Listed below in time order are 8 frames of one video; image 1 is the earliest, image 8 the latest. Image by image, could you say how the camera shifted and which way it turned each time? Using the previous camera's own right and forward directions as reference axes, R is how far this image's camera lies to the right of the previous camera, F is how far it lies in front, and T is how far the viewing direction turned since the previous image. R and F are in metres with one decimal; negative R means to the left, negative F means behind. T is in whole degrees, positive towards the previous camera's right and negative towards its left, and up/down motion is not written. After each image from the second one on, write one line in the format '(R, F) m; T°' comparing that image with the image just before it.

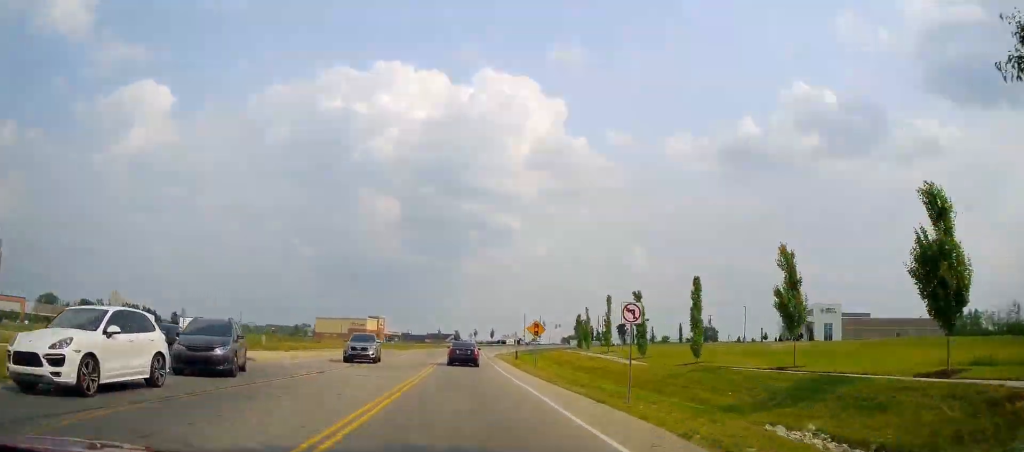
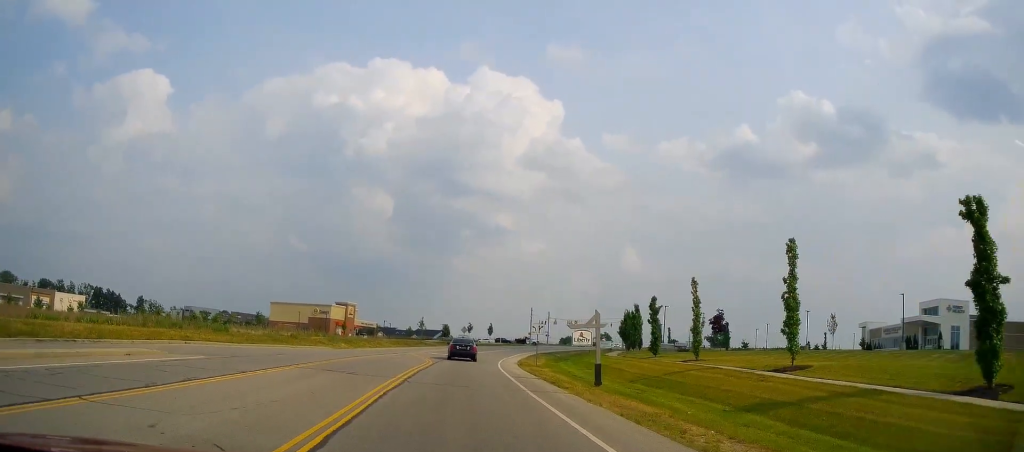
(+0.5, +38.6) m; +2°
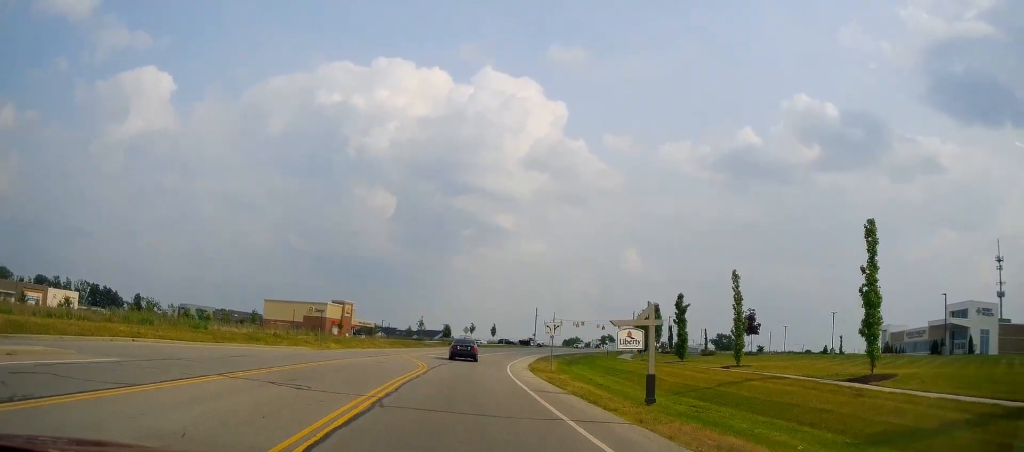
(0.0, +6.3) m; -1°
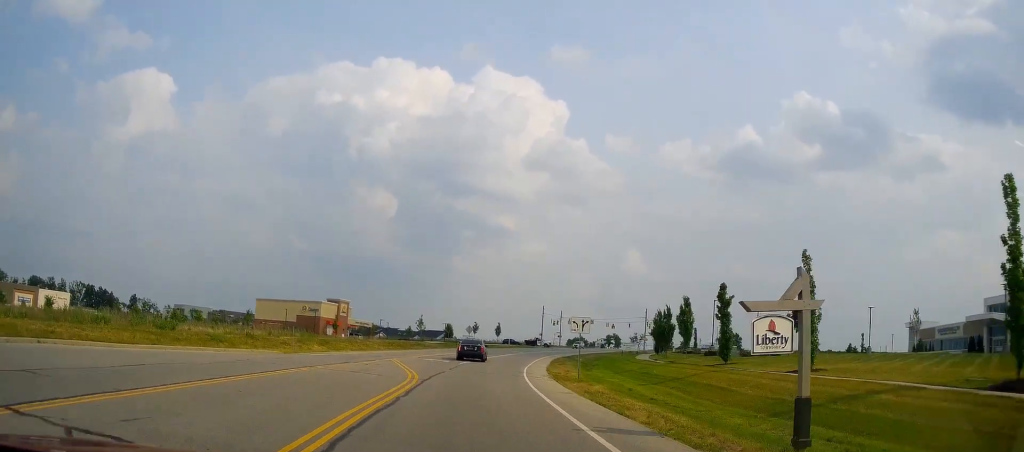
(+0.1, +7.8) m; -1°
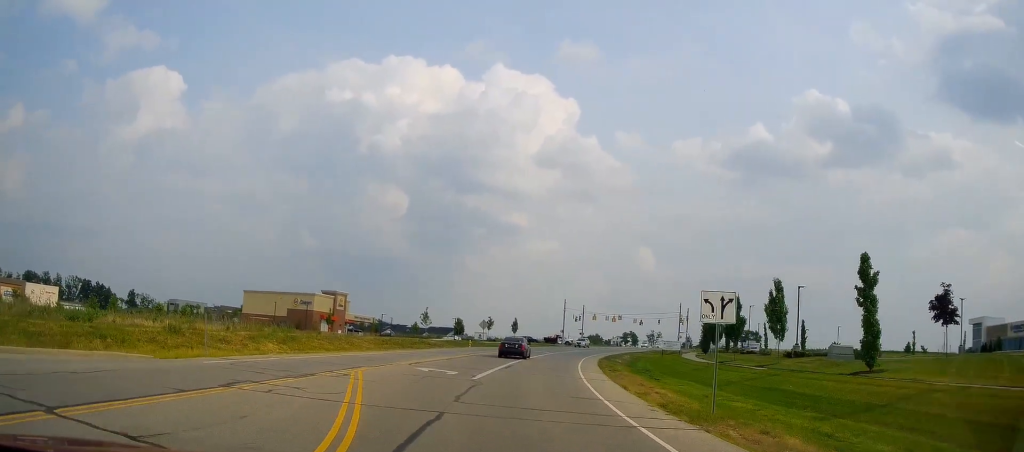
(-0.5, +14.9) m; -2°
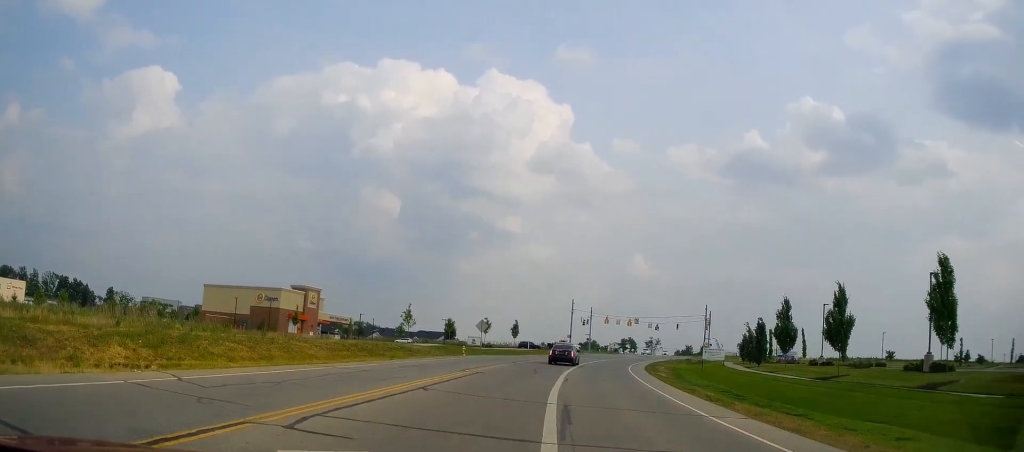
(-0.1, +17.0) m; +5°
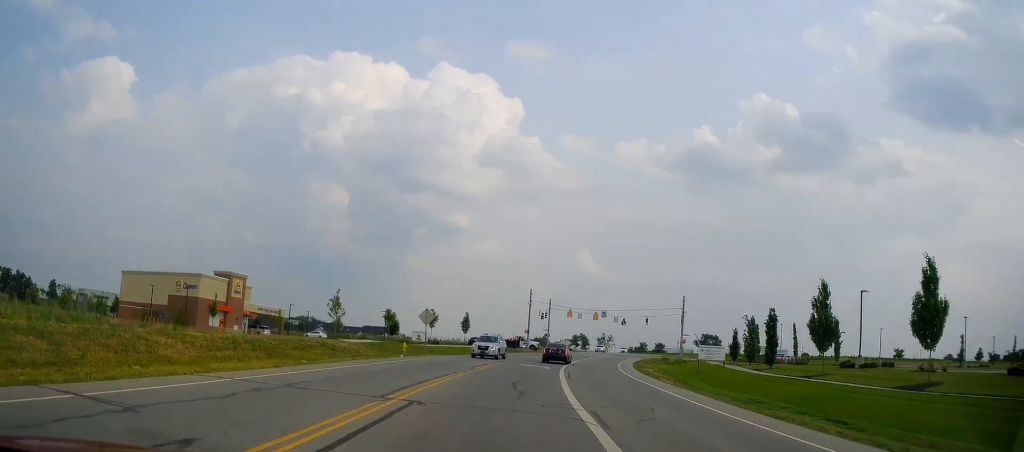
(+1.2, +12.7) m; +4°
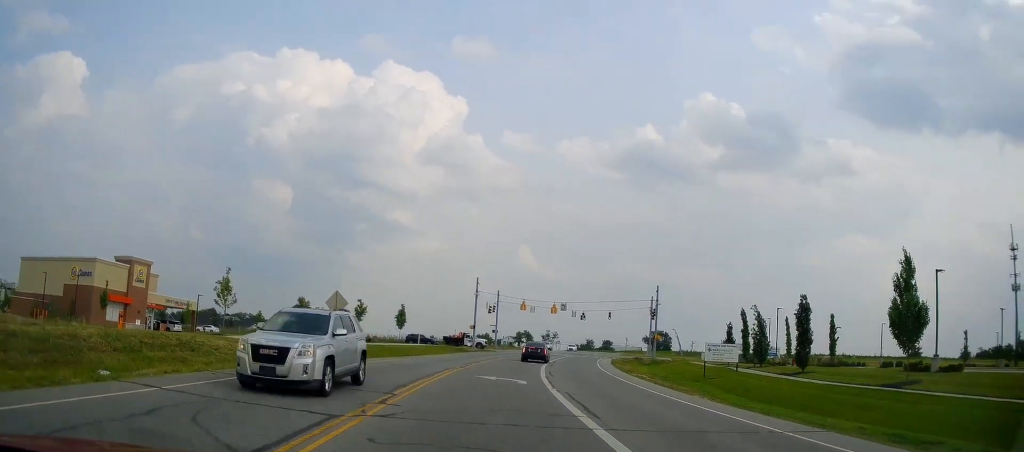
(-0.1, +13.7) m; +2°
